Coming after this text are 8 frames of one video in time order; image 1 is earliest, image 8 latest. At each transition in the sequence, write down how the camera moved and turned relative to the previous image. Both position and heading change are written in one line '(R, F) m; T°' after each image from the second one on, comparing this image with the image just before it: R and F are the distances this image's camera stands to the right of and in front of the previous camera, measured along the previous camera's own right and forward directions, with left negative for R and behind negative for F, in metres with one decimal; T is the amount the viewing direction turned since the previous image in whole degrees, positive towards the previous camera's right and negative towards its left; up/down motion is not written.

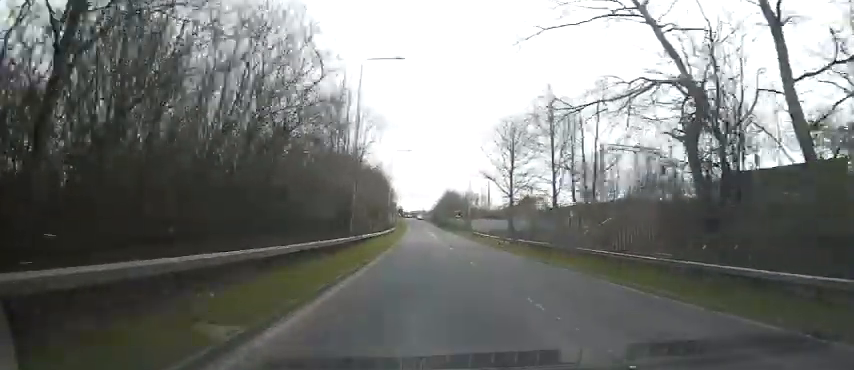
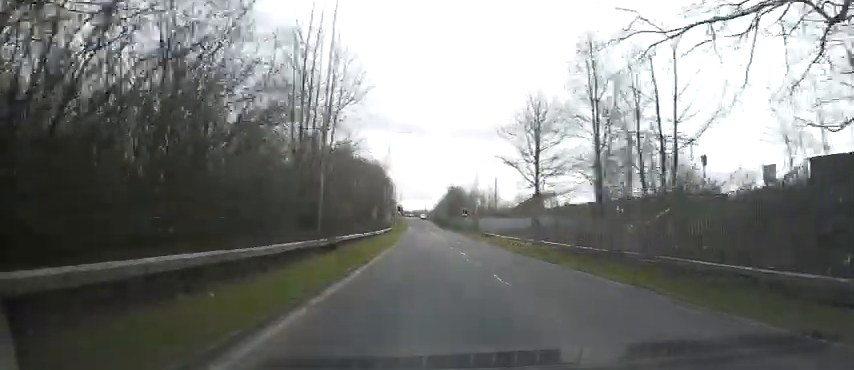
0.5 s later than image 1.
(0.0, +8.7) m; 0°
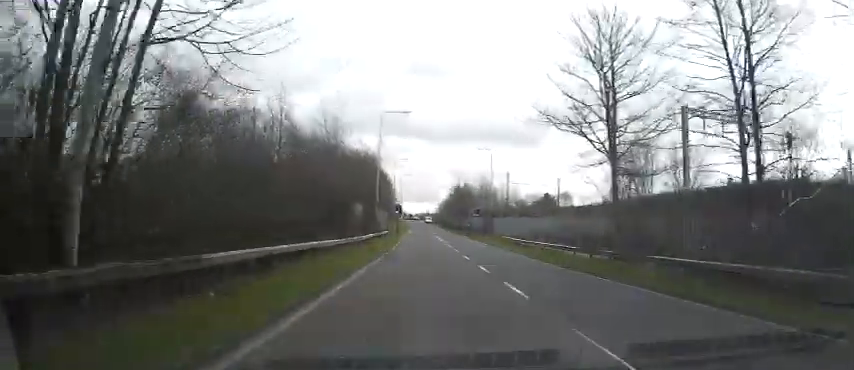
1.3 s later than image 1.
(0.0, +12.8) m; 0°
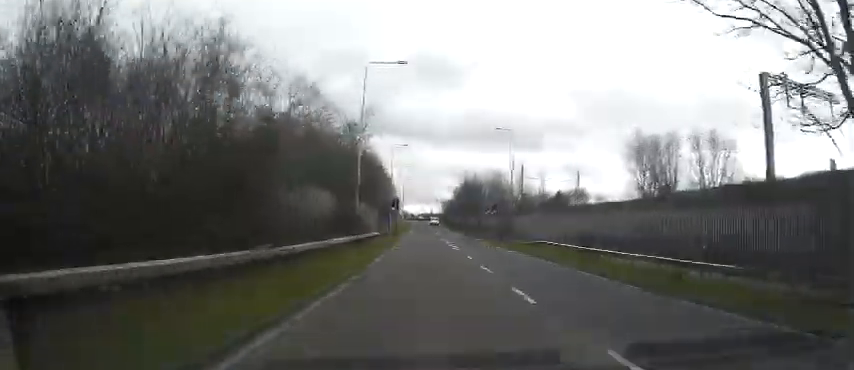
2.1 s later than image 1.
(0.0, +12.1) m; +1°
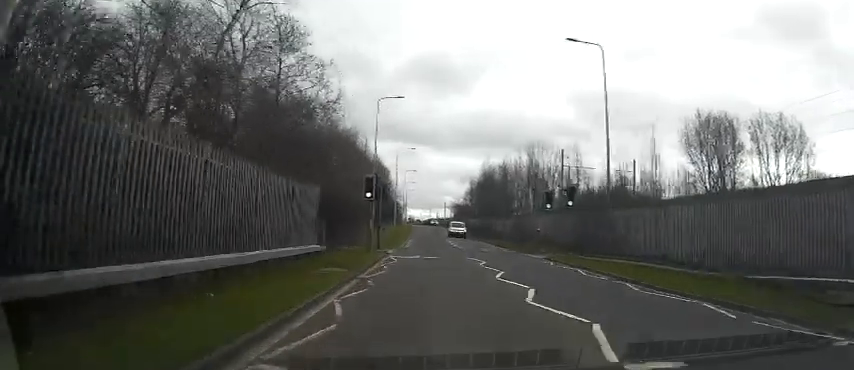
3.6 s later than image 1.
(+0.3, +24.3) m; 0°
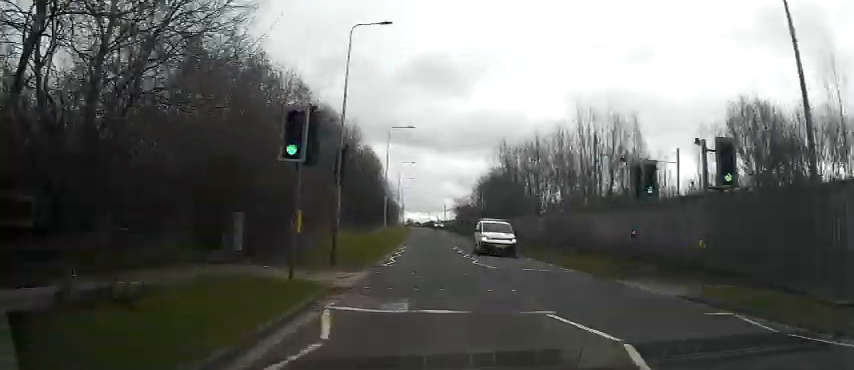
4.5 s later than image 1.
(-0.2, +14.1) m; -1°
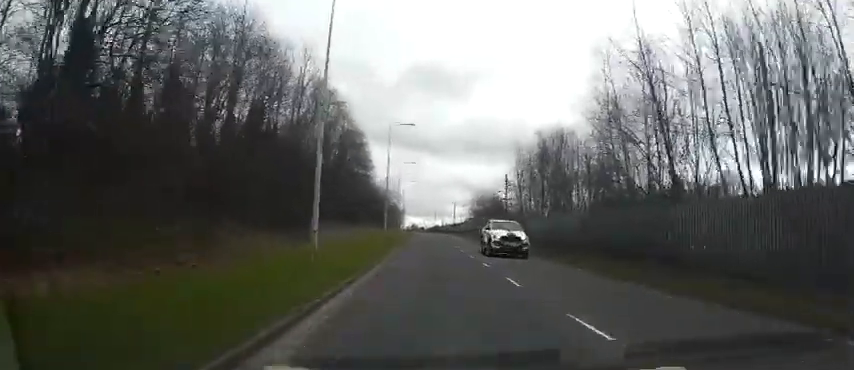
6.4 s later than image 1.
(0.0, +30.4) m; -1°
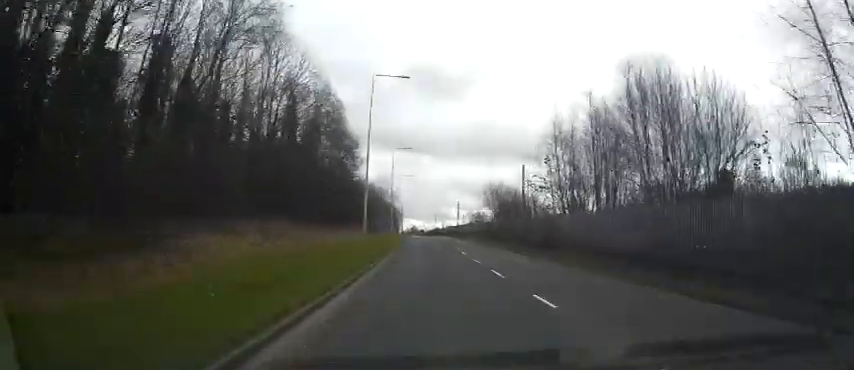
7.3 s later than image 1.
(-0.2, +14.9) m; 0°
